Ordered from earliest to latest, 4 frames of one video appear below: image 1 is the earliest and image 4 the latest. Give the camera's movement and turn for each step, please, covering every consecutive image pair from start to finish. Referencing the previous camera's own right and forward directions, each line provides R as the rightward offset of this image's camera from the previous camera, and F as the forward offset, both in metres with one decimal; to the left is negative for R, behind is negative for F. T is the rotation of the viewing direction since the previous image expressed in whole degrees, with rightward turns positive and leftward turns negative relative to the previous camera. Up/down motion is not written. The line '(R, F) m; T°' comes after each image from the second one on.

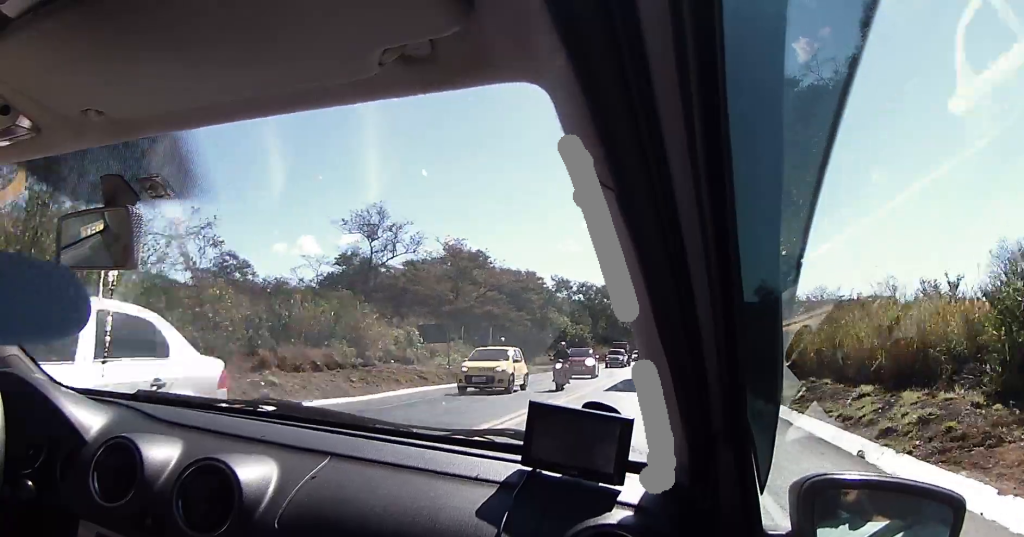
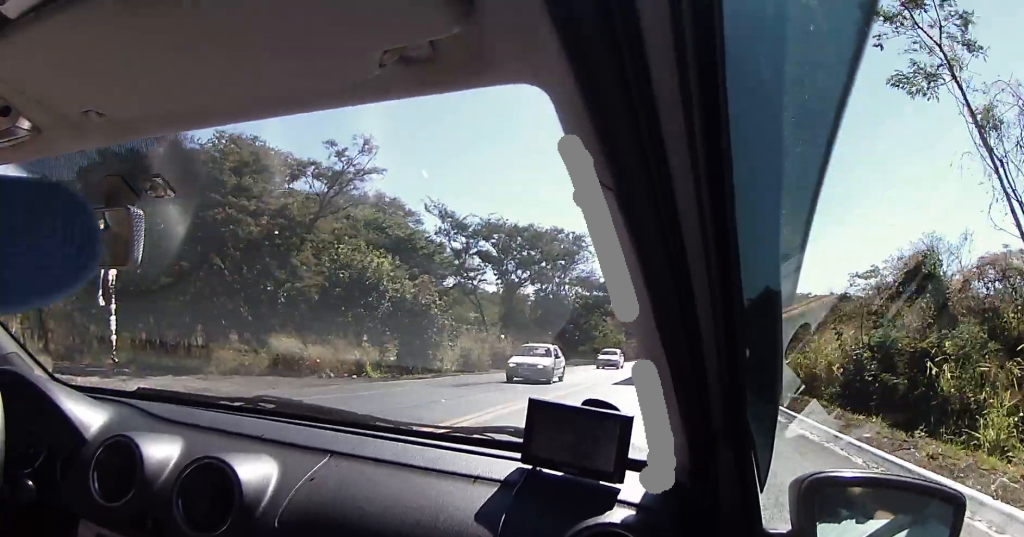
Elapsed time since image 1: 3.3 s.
(+0.3, +60.4) m; +2°
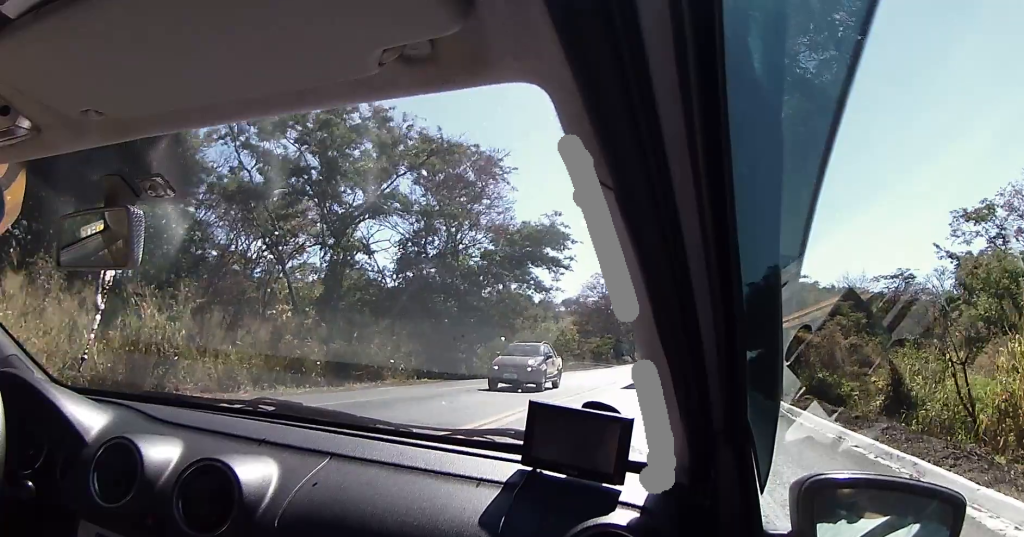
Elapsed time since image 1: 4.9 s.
(+0.5, +31.9) m; +1°
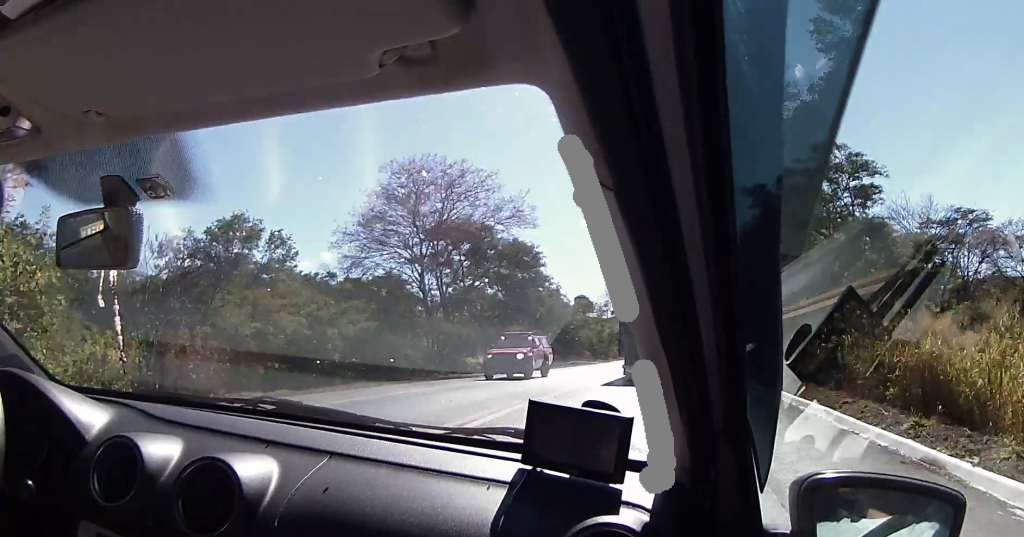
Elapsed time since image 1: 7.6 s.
(+2.5, +56.2) m; +5°
